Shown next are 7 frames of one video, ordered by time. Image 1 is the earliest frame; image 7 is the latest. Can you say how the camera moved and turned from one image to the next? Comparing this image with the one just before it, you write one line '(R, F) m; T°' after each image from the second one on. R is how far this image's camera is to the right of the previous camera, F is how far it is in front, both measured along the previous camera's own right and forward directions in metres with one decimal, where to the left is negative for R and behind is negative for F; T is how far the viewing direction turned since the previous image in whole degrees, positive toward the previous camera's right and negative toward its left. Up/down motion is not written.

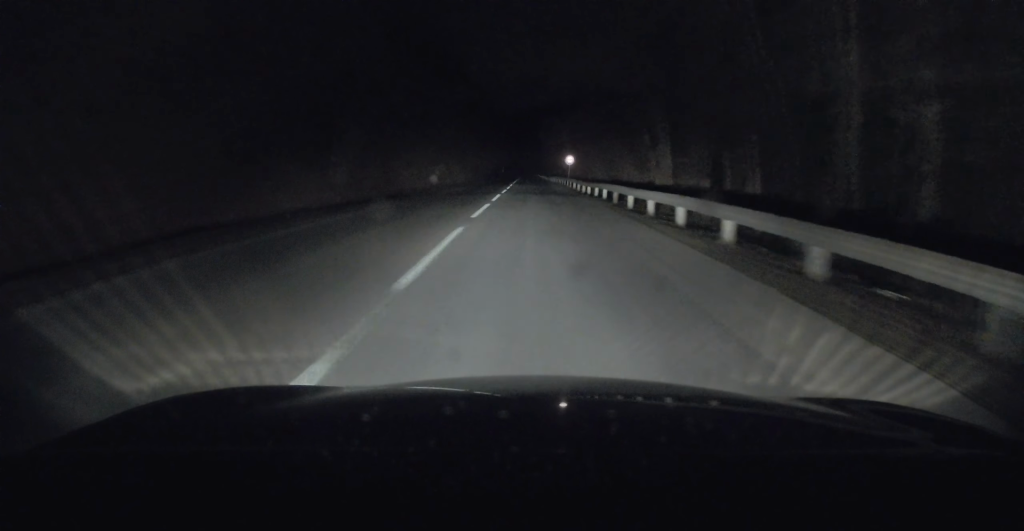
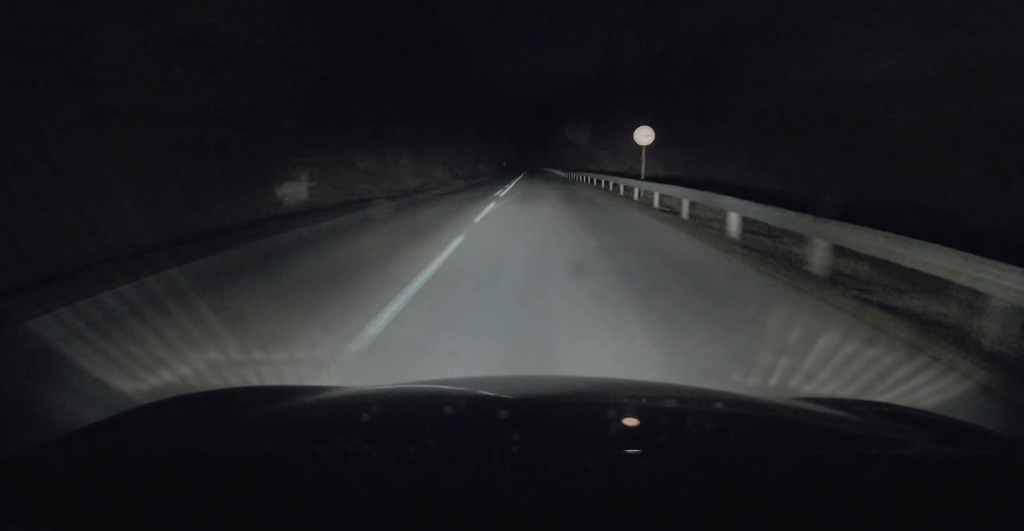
(0.0, +37.7) m; 0°
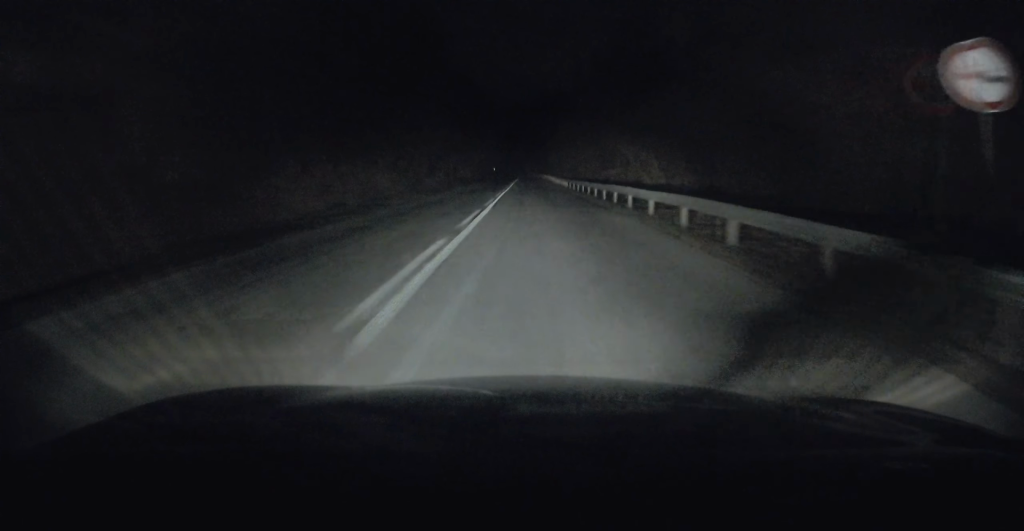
(+0.1, +19.7) m; 0°
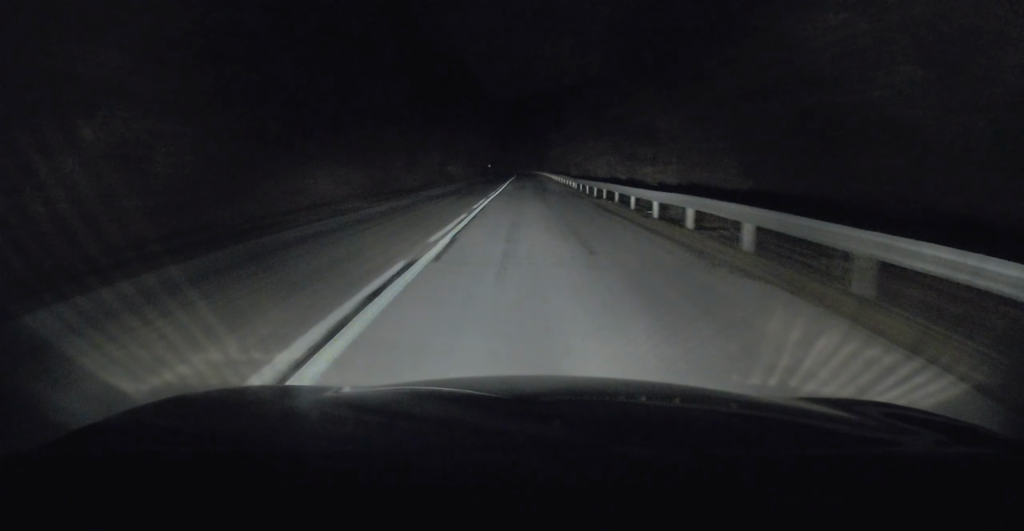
(+0.1, +12.9) m; 0°
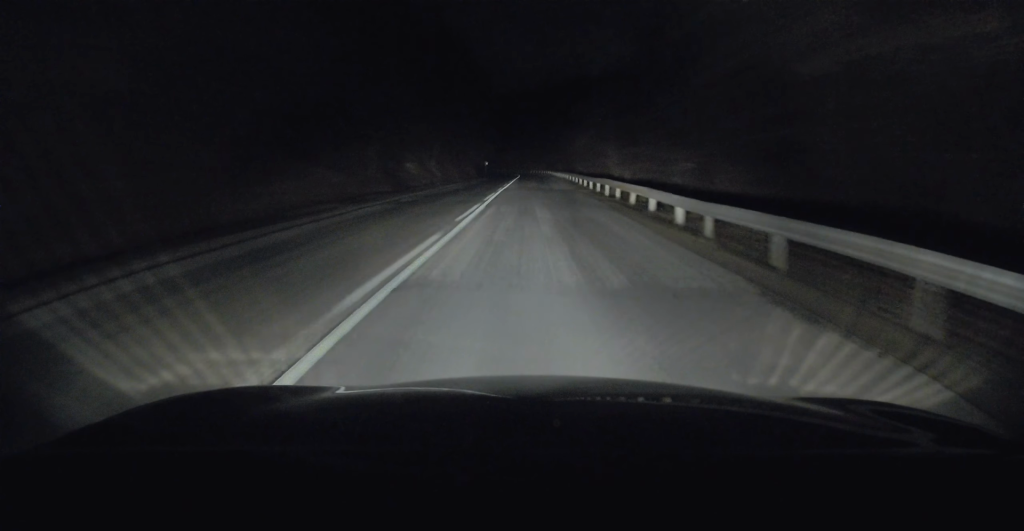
(0.0, +32.2) m; 0°
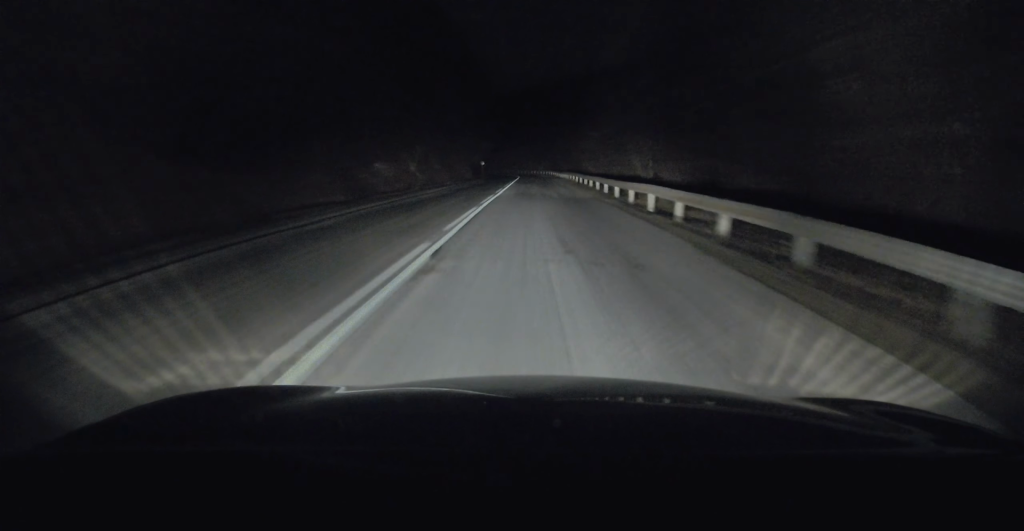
(0.0, +10.9) m; 0°
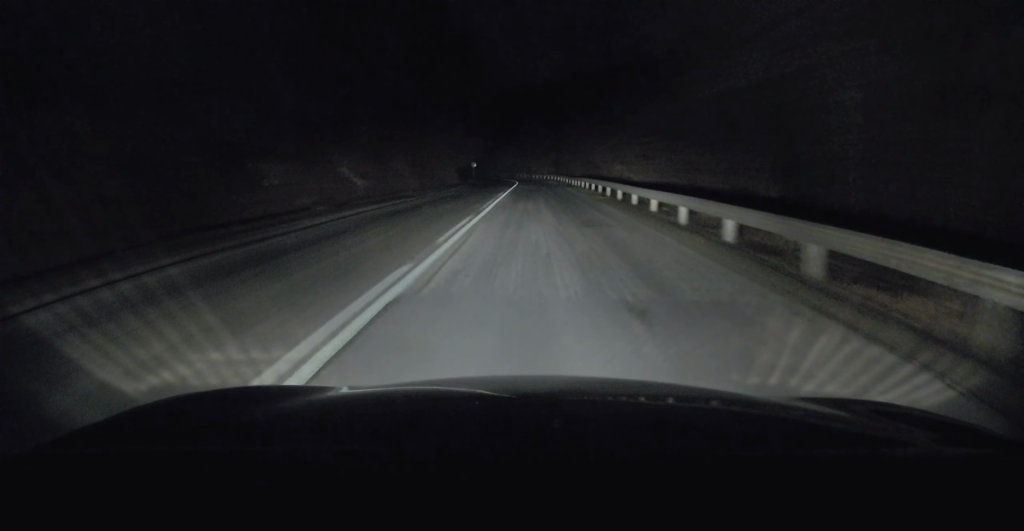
(0.0, +19.4) m; 0°
